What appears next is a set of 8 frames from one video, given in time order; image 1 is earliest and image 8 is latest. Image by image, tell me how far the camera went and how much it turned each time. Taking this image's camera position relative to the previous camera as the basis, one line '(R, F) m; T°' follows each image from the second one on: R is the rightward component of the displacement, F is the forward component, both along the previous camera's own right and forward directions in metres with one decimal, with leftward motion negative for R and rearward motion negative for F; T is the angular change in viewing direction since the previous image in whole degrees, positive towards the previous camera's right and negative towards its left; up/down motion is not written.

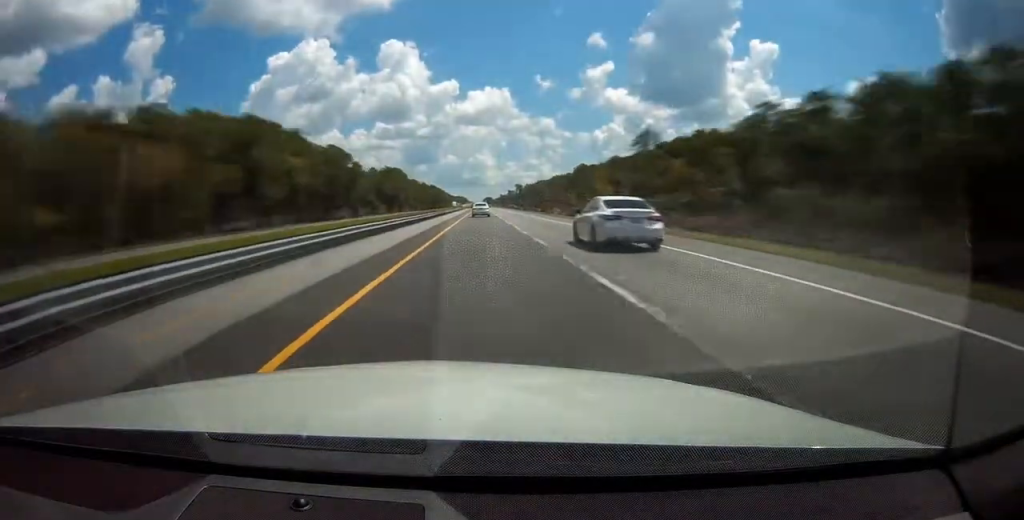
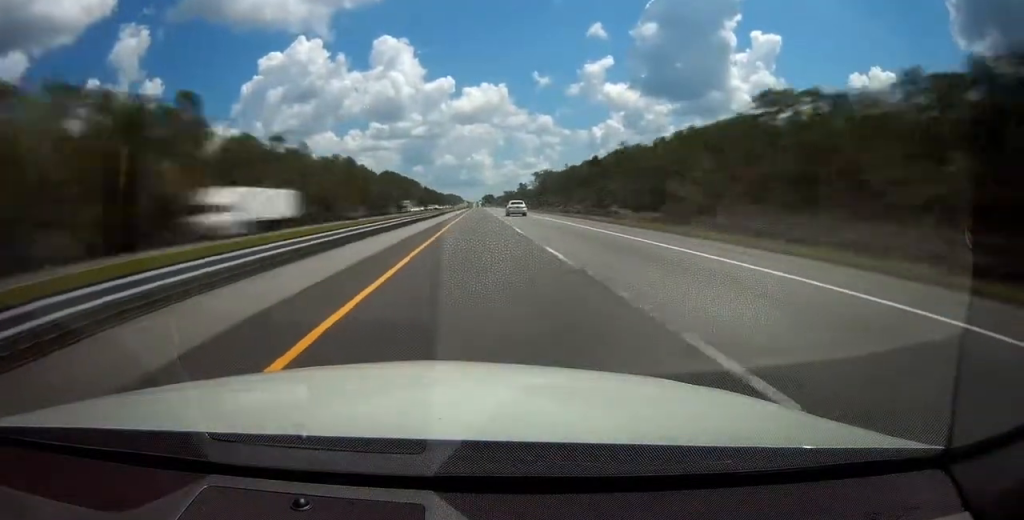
(+0.4, +220.6) m; 0°
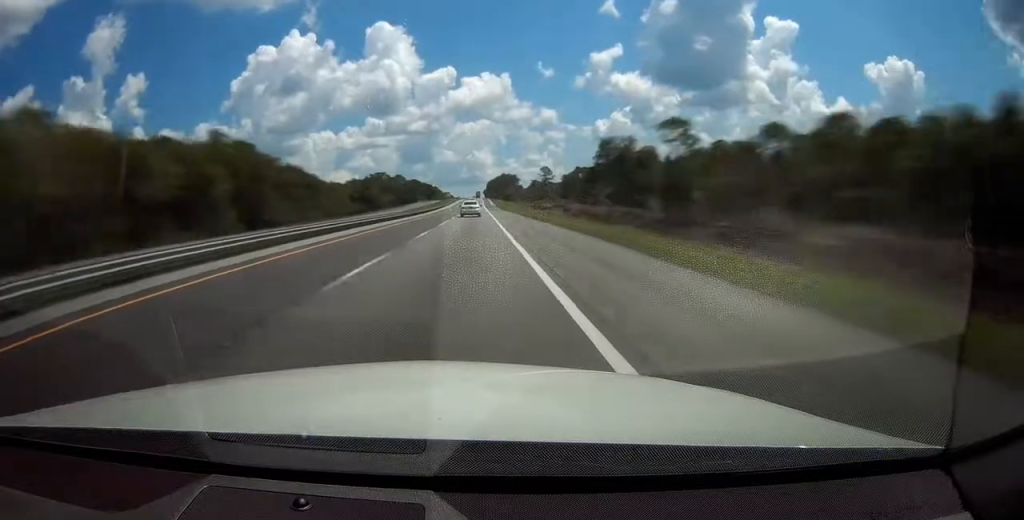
(-0.2, +503.3) m; 0°
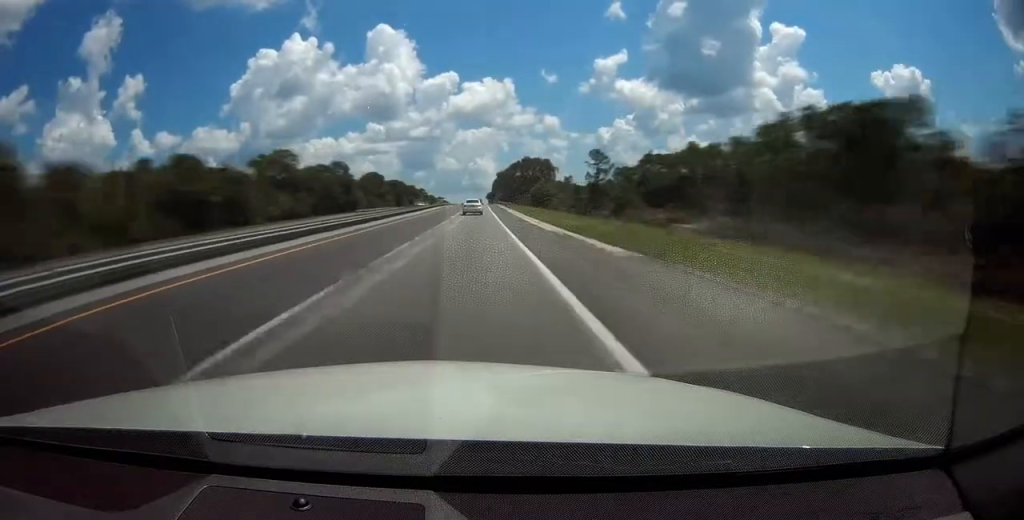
(-0.1, +128.4) m; 0°
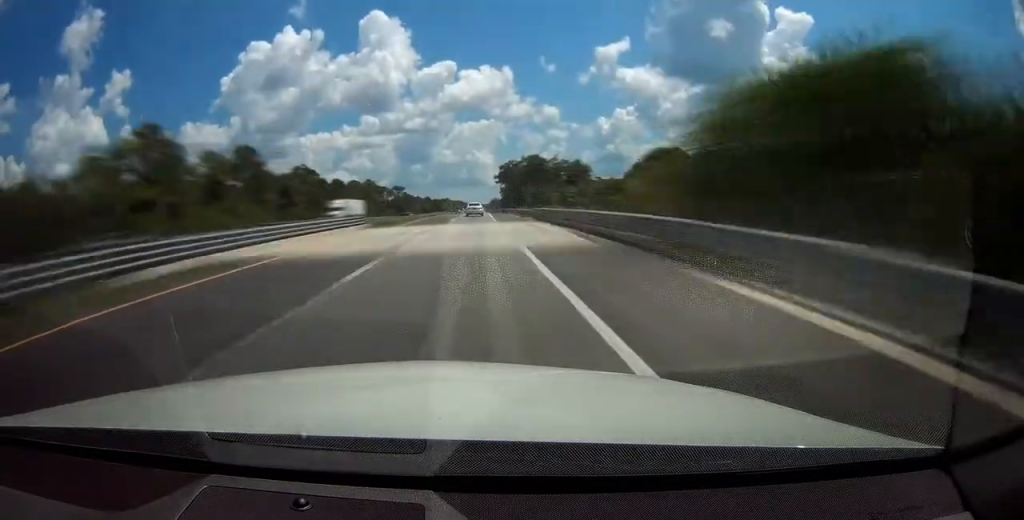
(-0.7, +282.1) m; 0°
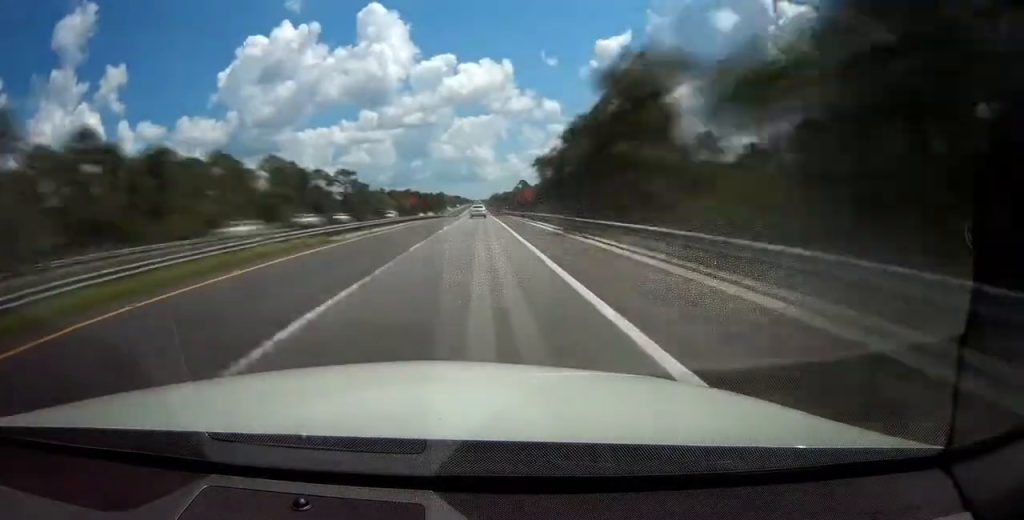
(-0.1, +105.1) m; 0°
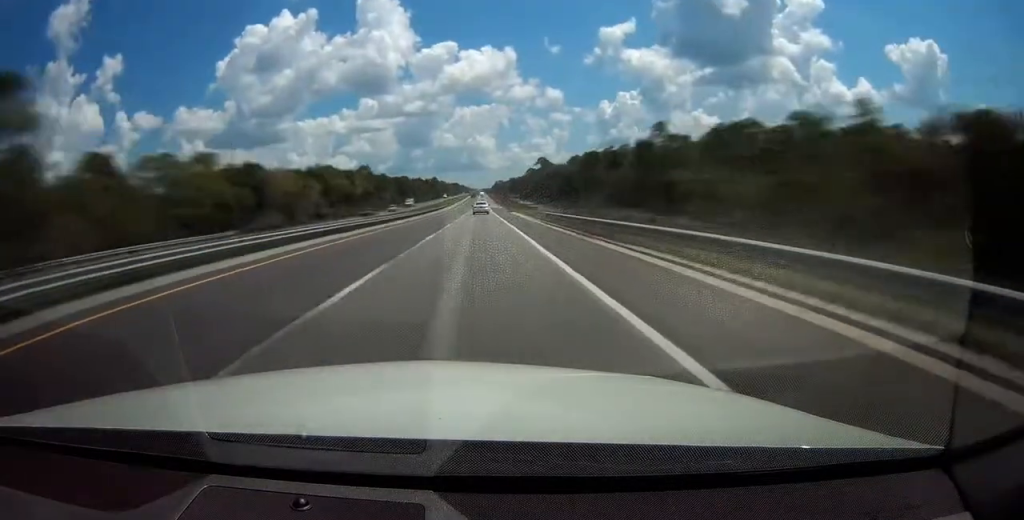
(-0.1, +126.8) m; 0°
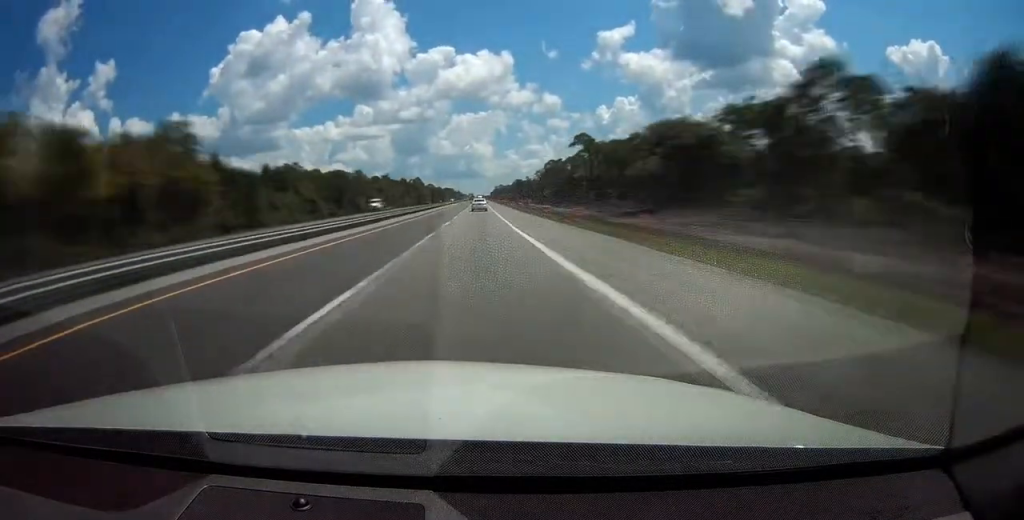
(-0.1, +122.8) m; 0°
